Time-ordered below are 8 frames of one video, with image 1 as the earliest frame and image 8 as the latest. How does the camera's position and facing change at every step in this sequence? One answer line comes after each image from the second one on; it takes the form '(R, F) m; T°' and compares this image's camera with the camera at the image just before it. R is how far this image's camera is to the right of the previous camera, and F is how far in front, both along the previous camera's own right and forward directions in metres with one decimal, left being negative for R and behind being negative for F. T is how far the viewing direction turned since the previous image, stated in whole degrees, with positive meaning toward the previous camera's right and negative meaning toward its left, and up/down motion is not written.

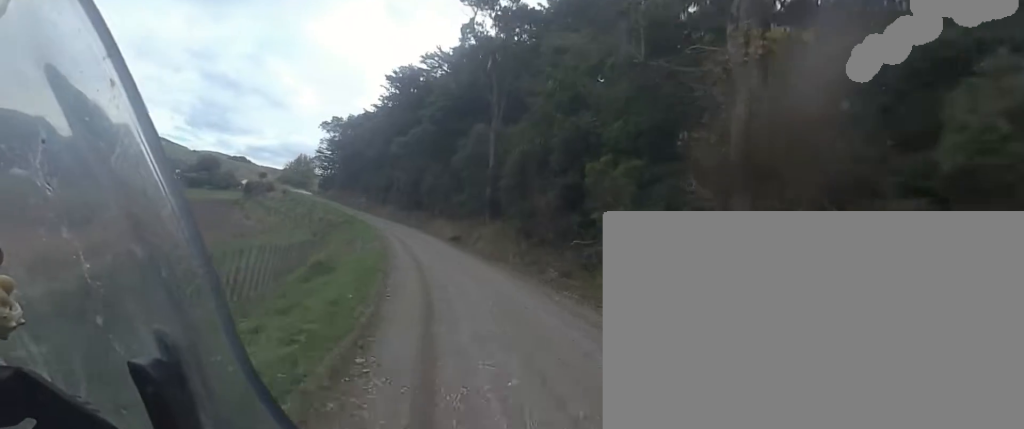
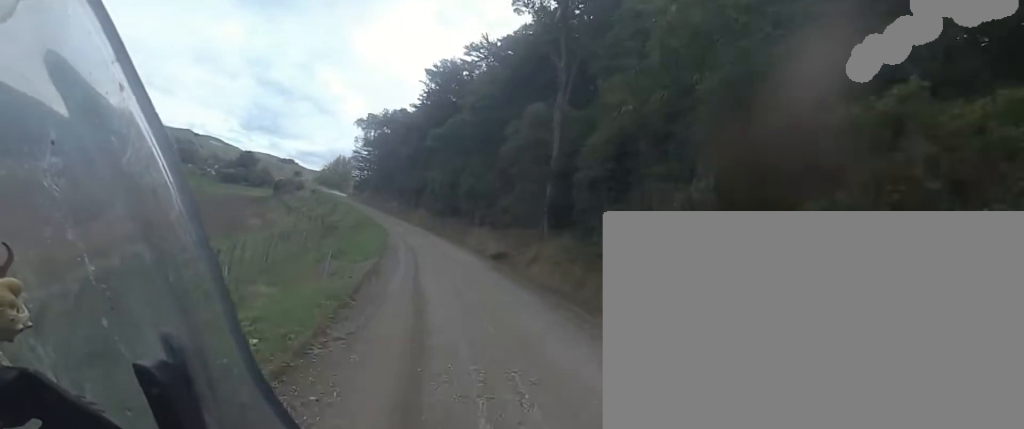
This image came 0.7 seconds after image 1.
(-1.0, +11.2) m; -3°
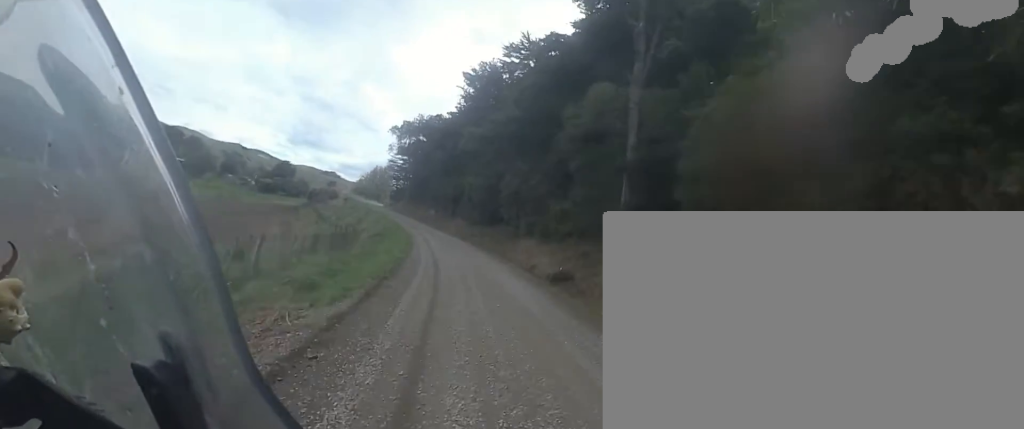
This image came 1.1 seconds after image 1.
(-0.4, +6.8) m; -1°
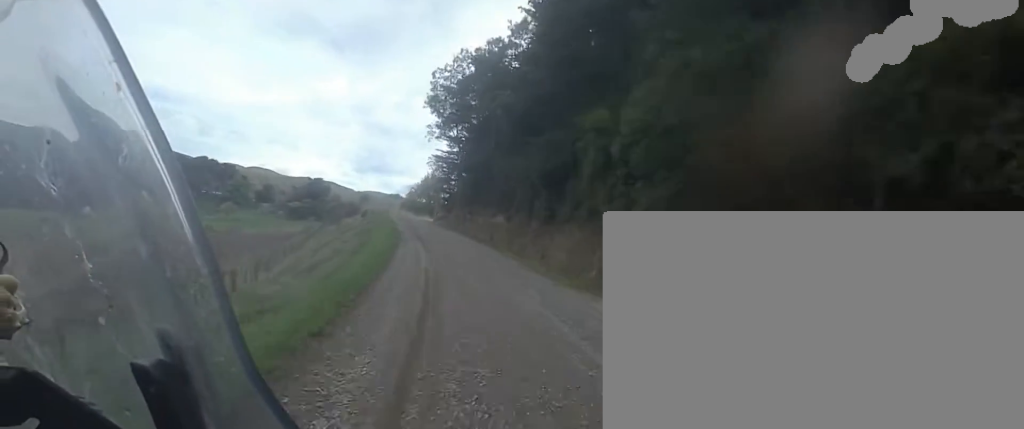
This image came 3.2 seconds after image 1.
(-0.5, +35.5) m; -7°
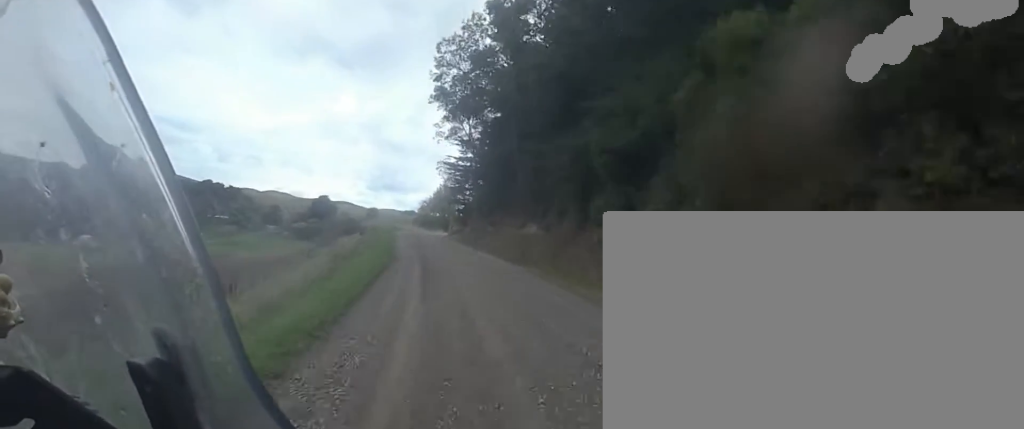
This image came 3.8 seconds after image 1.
(-0.5, +10.3) m; -2°
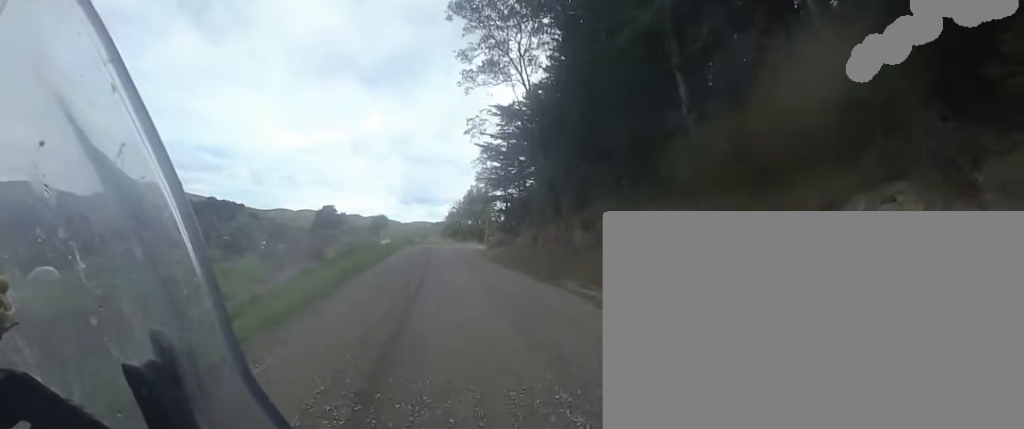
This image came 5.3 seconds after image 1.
(-0.4, +25.2) m; -2°
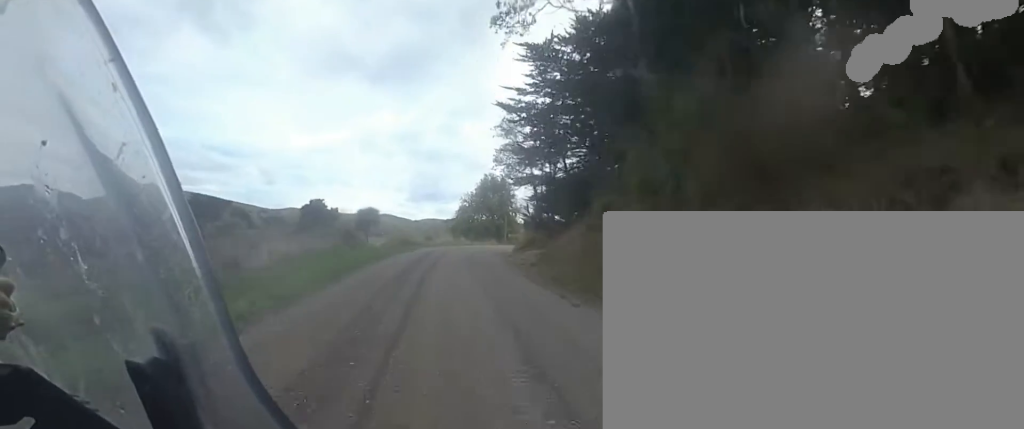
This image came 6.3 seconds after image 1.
(-0.1, +15.0) m; -3°
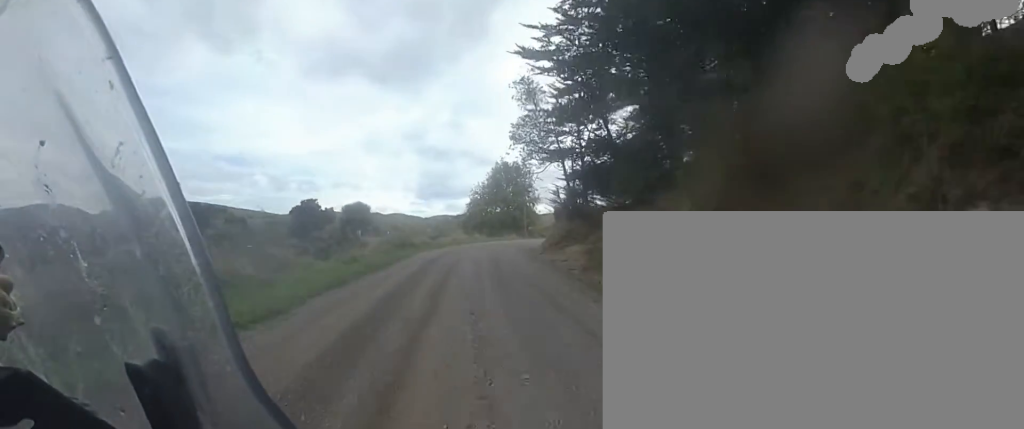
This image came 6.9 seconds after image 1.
(-0.6, +9.7) m; -1°
